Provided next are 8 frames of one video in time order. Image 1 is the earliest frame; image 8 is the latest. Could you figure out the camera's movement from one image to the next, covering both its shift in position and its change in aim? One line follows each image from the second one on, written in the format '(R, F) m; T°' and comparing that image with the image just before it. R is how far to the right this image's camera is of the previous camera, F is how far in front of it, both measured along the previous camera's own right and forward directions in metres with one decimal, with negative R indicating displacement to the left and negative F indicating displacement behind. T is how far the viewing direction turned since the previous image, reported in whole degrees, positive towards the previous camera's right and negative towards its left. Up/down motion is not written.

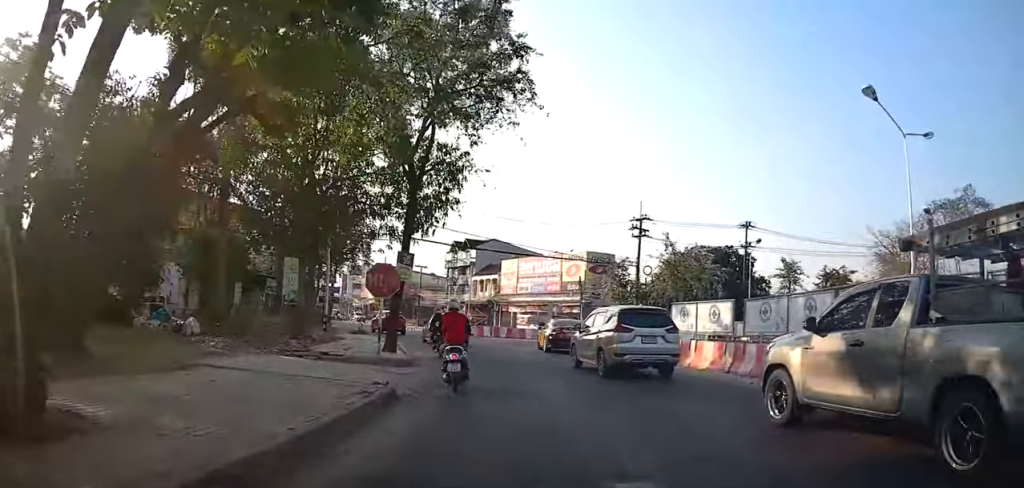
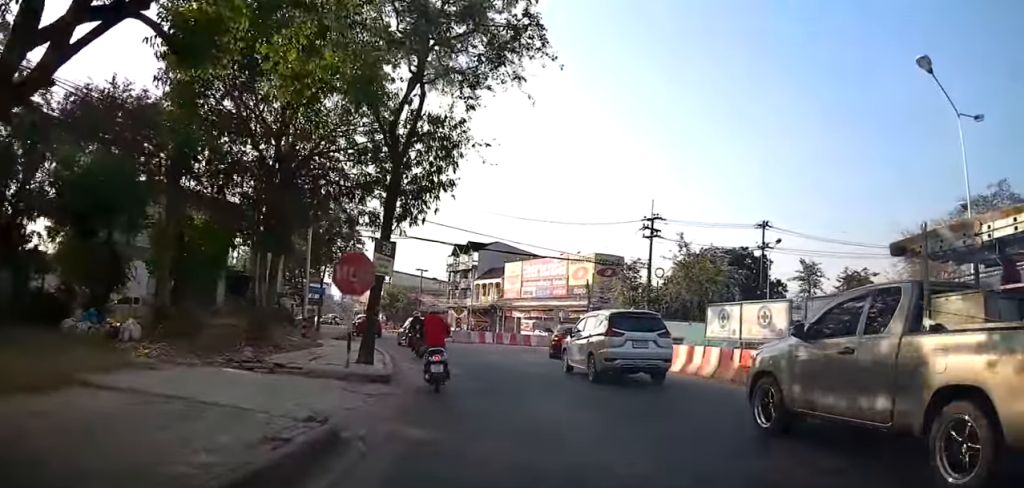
(0.0, +3.1) m; 0°
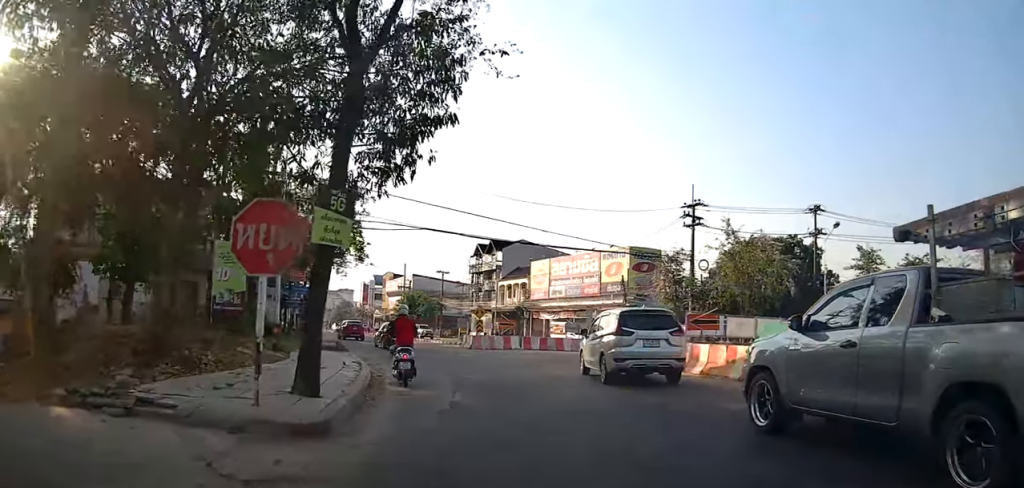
(0.0, +5.4) m; -3°
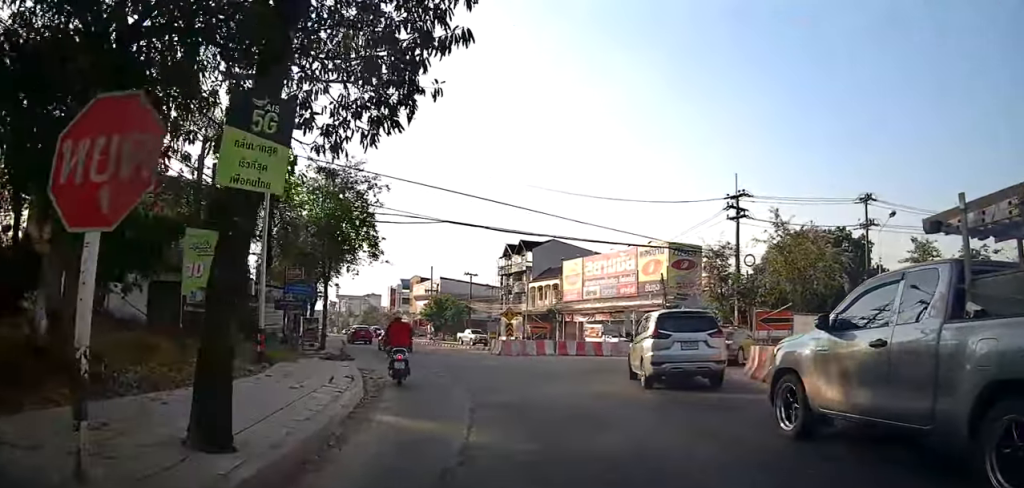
(0.0, +3.3) m; -6°
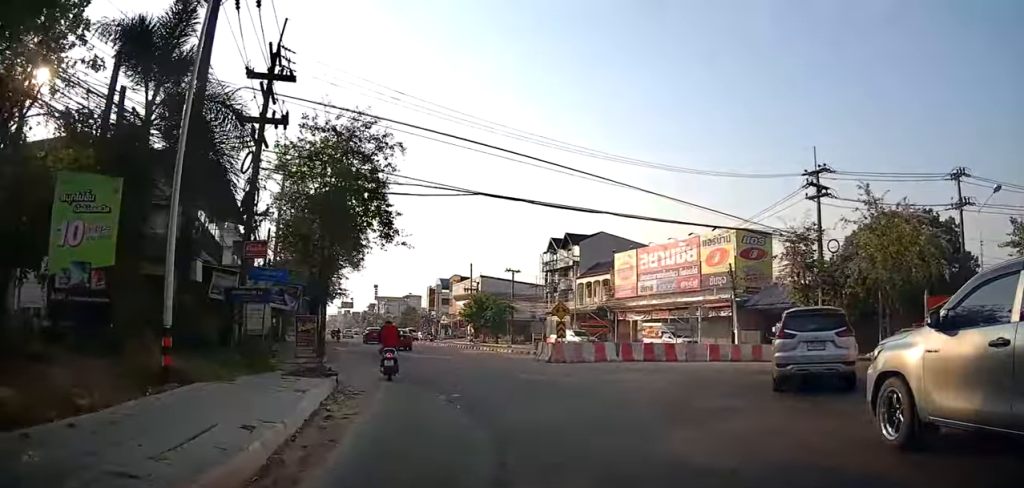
(-0.7, +6.0) m; 0°
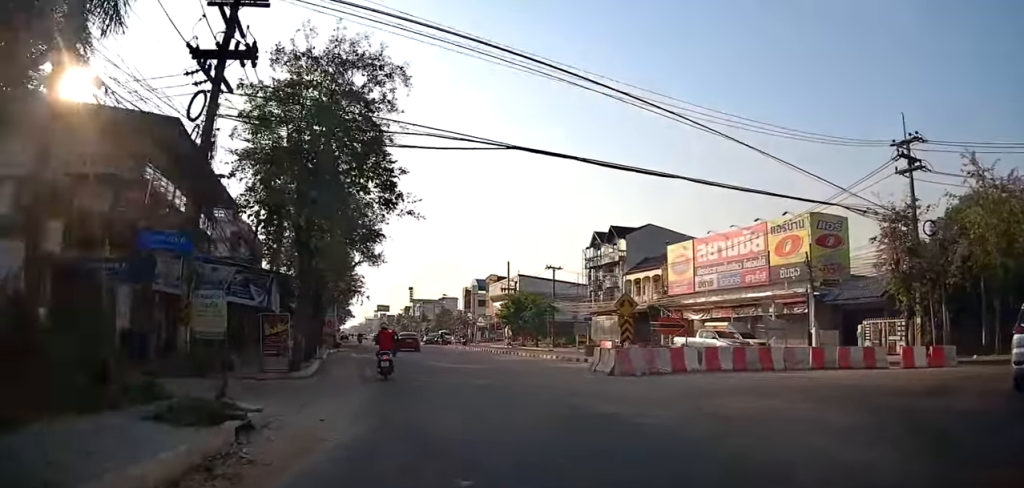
(+0.7, +5.7) m; -5°
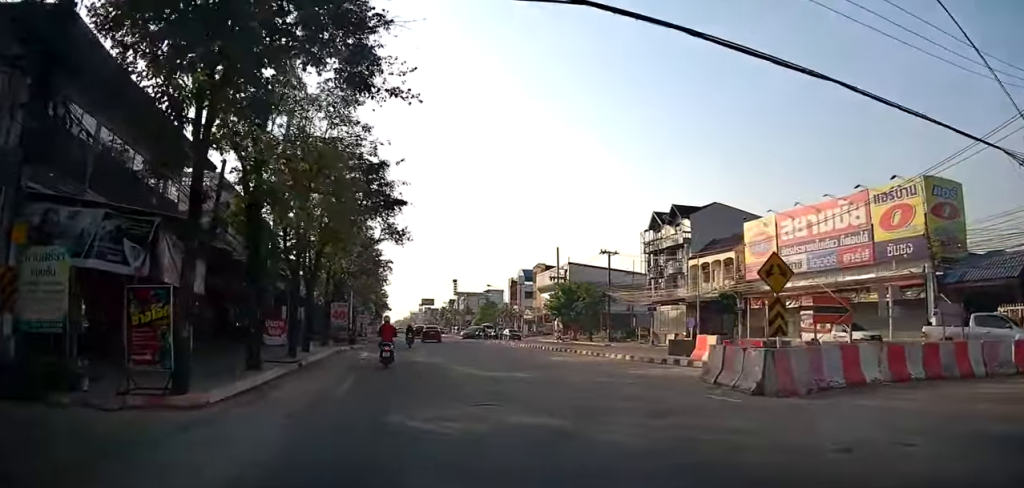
(-1.2, +7.3) m; -6°
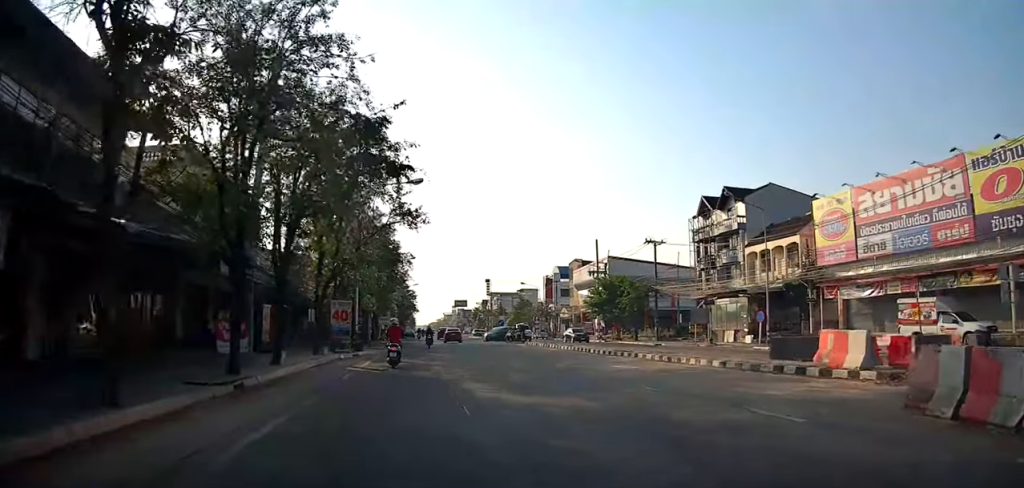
(+0.5, +6.1) m; 0°
